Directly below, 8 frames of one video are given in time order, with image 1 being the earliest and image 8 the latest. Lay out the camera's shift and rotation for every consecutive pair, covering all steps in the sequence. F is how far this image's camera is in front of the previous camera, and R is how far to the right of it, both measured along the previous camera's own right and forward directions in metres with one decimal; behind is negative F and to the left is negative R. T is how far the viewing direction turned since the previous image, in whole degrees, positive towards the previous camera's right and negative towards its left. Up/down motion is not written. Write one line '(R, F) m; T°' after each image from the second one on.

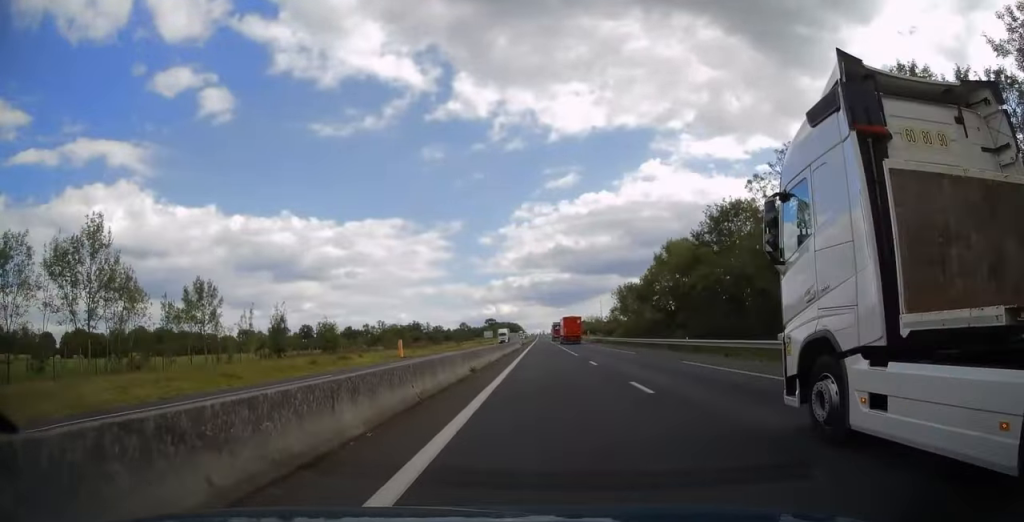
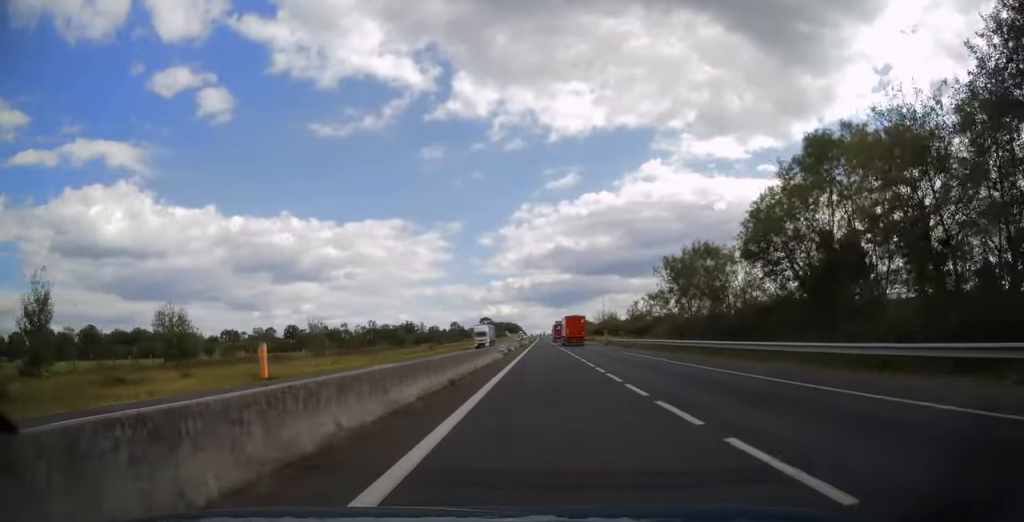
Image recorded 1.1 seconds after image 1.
(0.0, +34.8) m; 0°
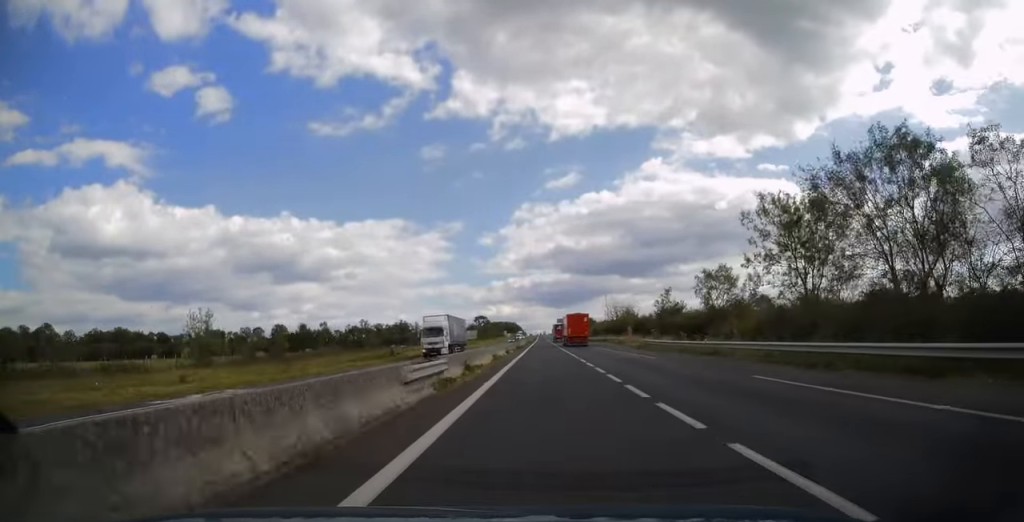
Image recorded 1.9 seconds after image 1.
(0.0, +26.4) m; 0°
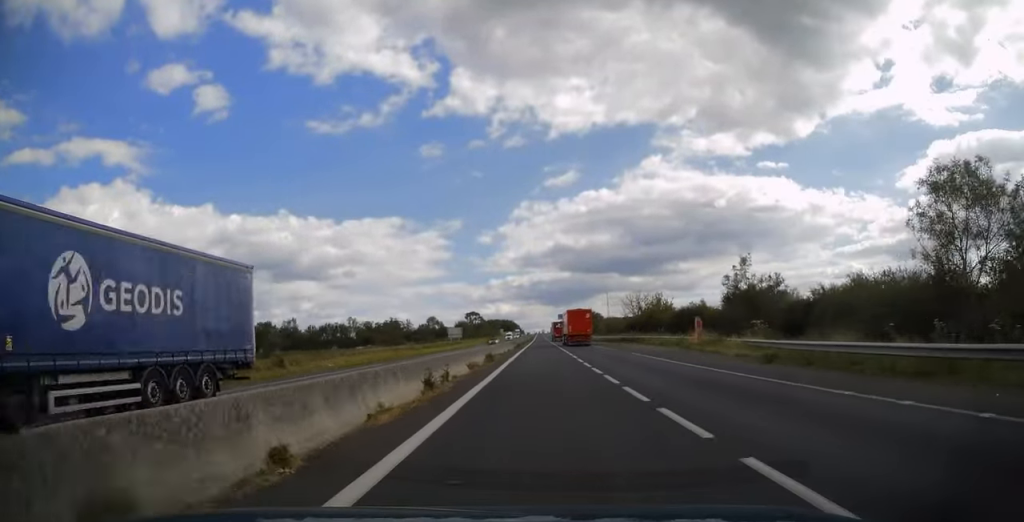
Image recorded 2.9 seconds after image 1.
(0.0, +31.1) m; 0°
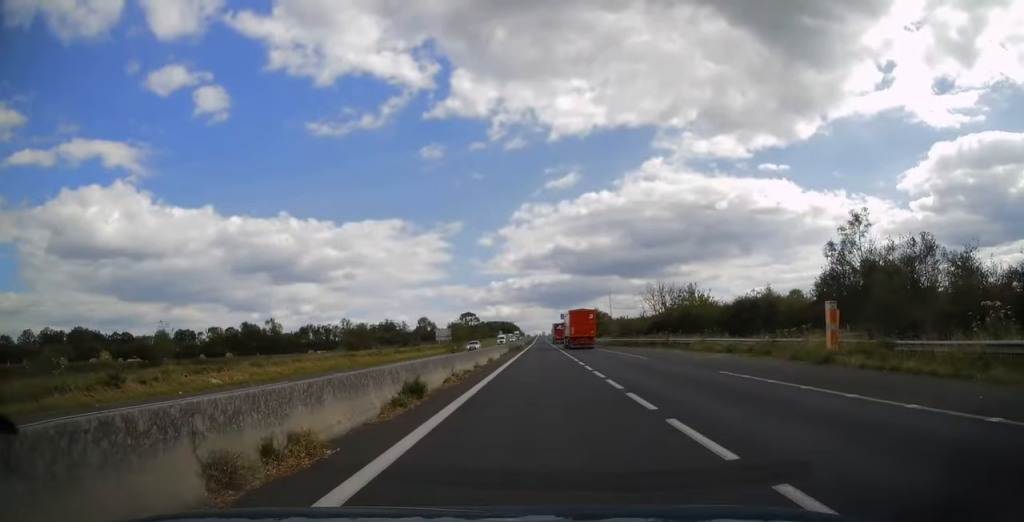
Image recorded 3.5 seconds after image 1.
(0.0, +18.4) m; 0°
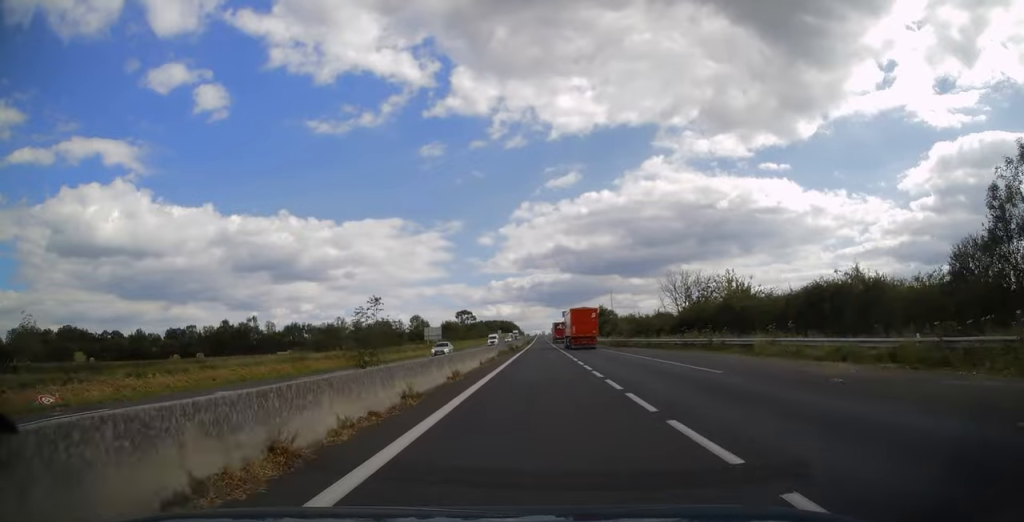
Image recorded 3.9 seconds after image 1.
(0.0, +13.2) m; 0°
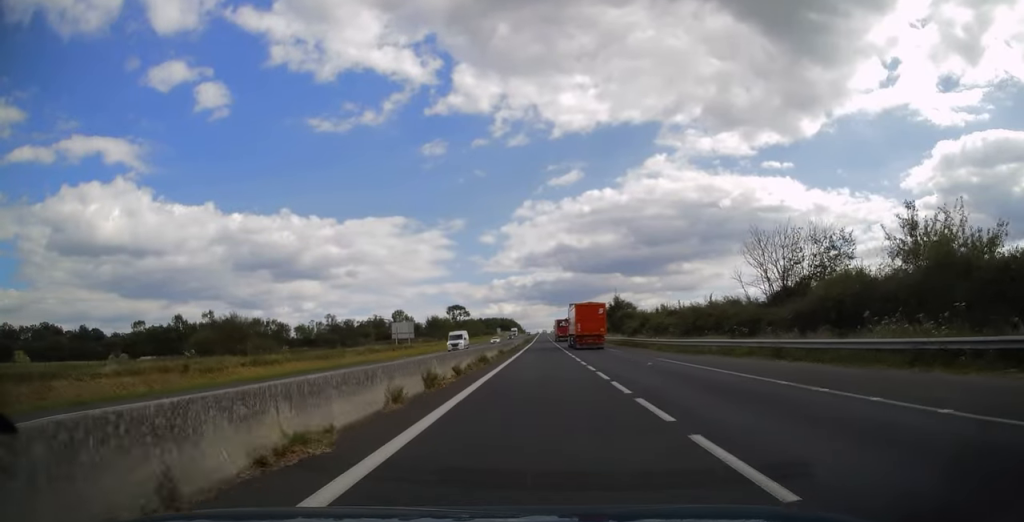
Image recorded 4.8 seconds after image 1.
(0.0, +27.4) m; 0°
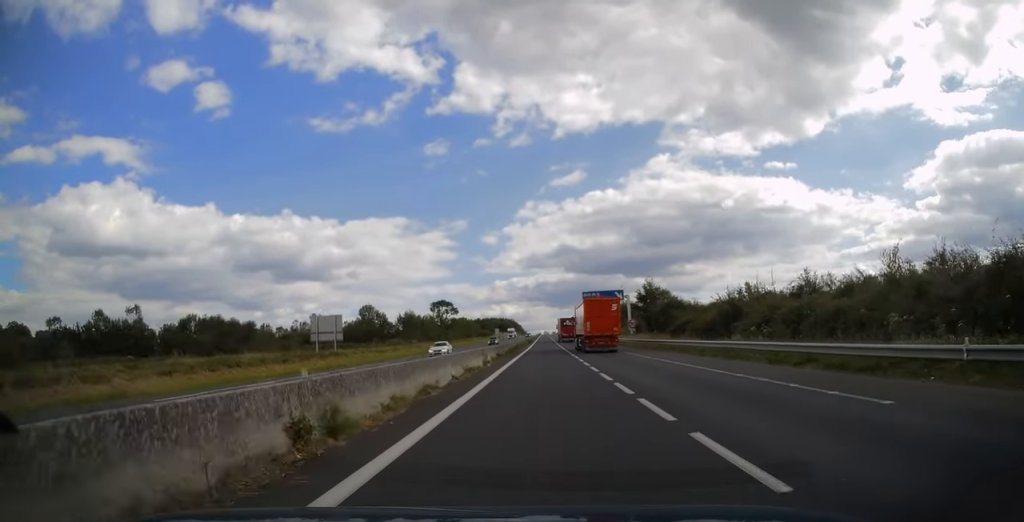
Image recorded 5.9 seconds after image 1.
(0.0, +34.2) m; 0°
